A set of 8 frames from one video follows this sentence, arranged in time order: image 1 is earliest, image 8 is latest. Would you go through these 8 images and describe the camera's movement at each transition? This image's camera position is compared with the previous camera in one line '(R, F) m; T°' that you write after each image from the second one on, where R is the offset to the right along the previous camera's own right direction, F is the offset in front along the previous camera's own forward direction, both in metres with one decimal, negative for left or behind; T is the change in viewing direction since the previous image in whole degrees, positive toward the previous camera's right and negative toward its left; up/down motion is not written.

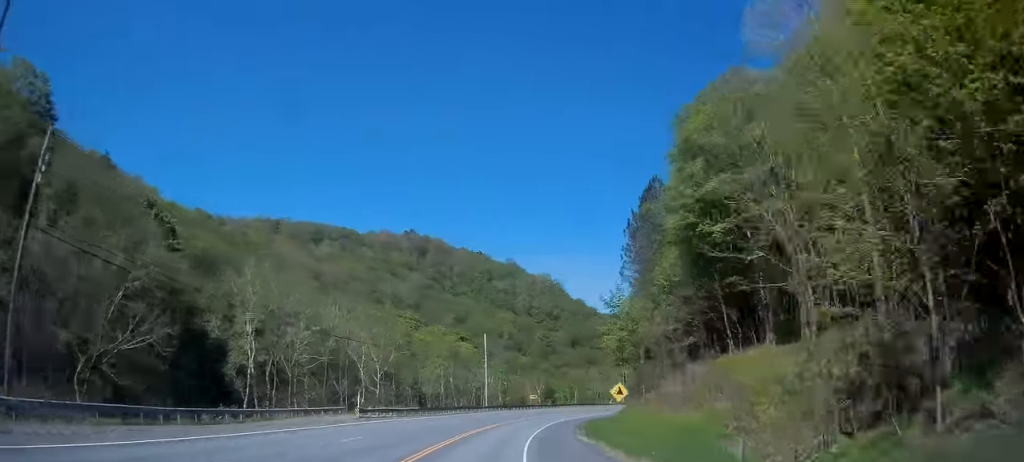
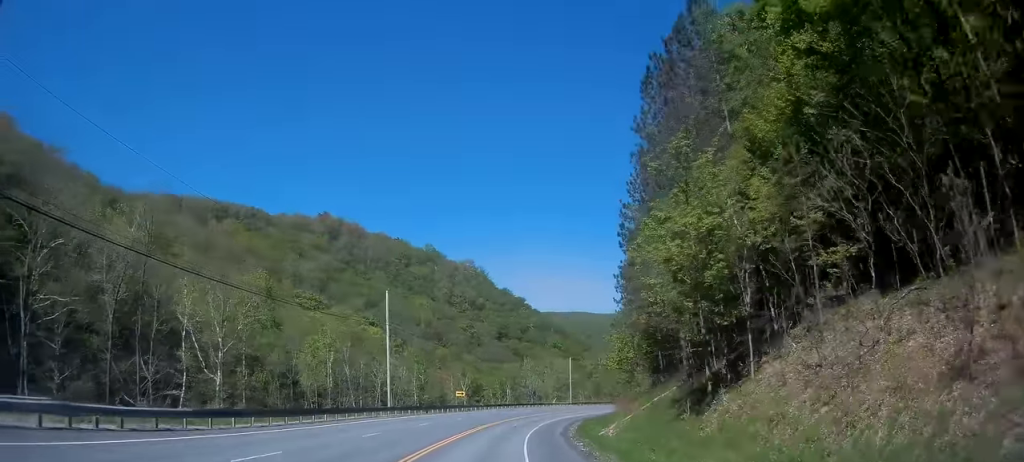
(+1.6, +32.5) m; +8°
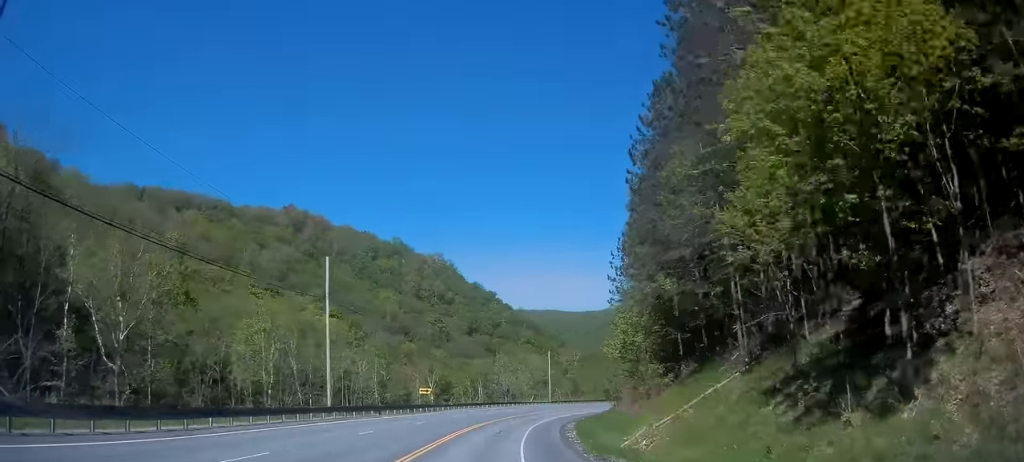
(+0.9, +12.7) m; +3°
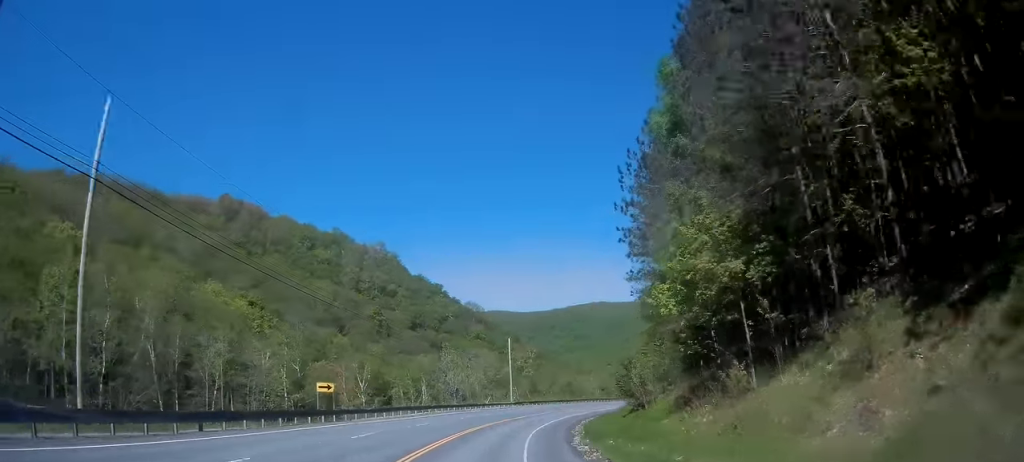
(+1.3, +24.6) m; +6°
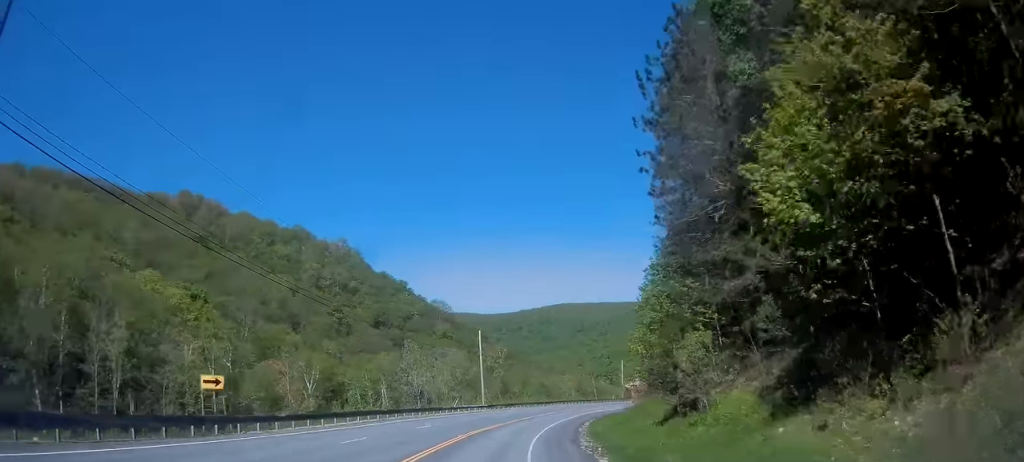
(+0.2, +13.6) m; +3°
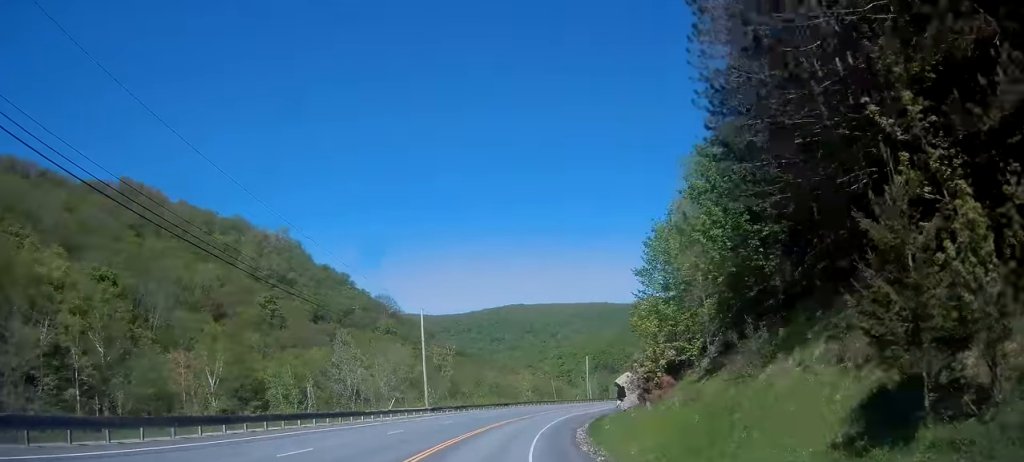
(+0.6, +17.7) m; +5°
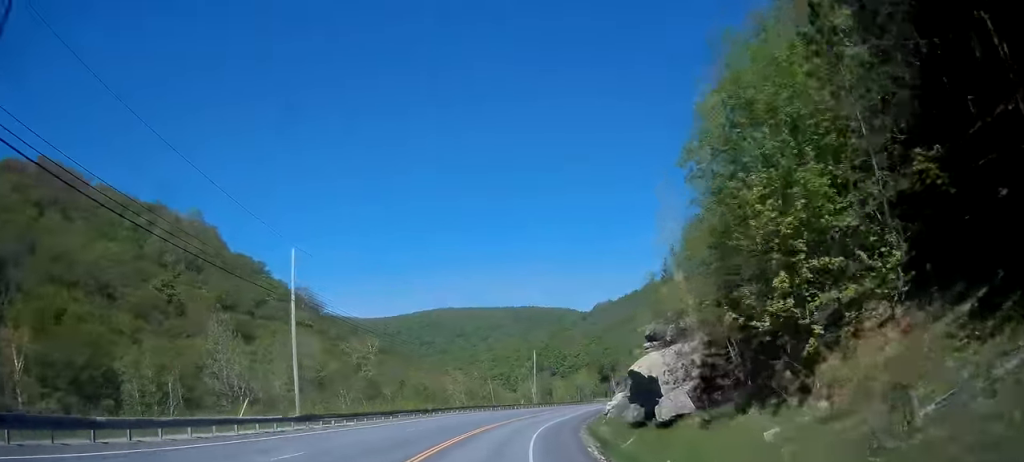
(+1.6, +24.9) m; +6°
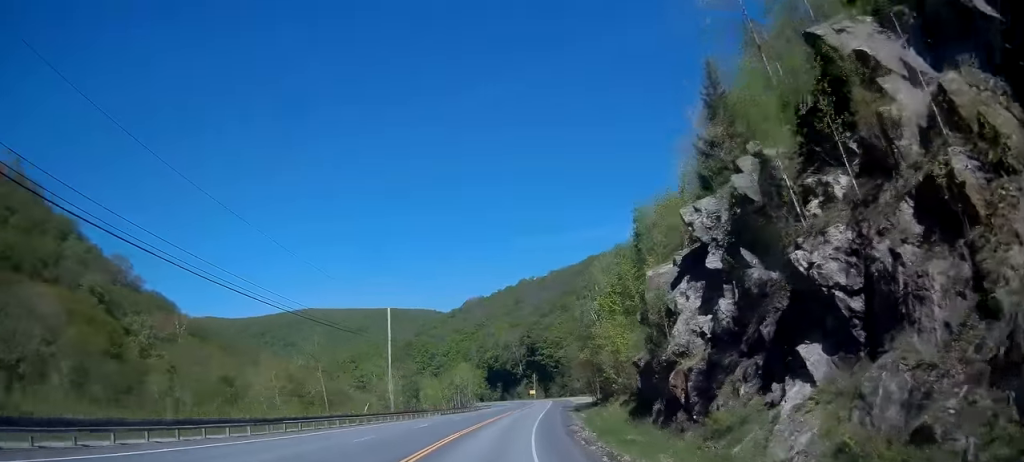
(+5.9, +52.0) m; +12°
